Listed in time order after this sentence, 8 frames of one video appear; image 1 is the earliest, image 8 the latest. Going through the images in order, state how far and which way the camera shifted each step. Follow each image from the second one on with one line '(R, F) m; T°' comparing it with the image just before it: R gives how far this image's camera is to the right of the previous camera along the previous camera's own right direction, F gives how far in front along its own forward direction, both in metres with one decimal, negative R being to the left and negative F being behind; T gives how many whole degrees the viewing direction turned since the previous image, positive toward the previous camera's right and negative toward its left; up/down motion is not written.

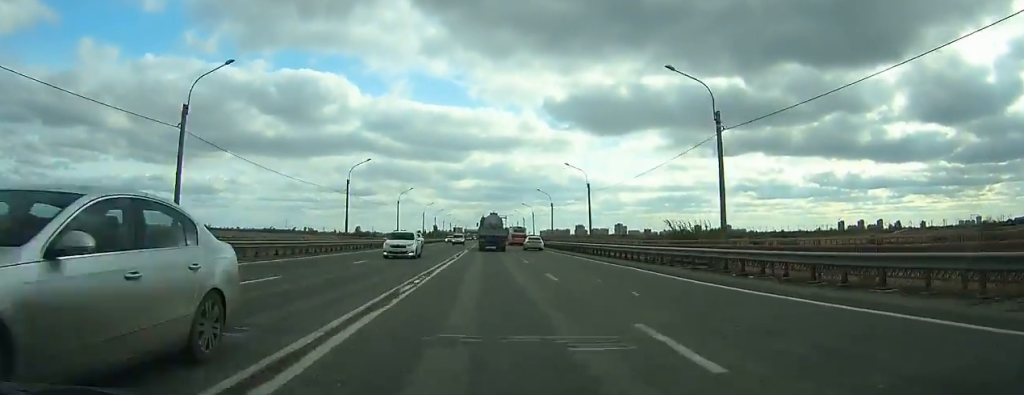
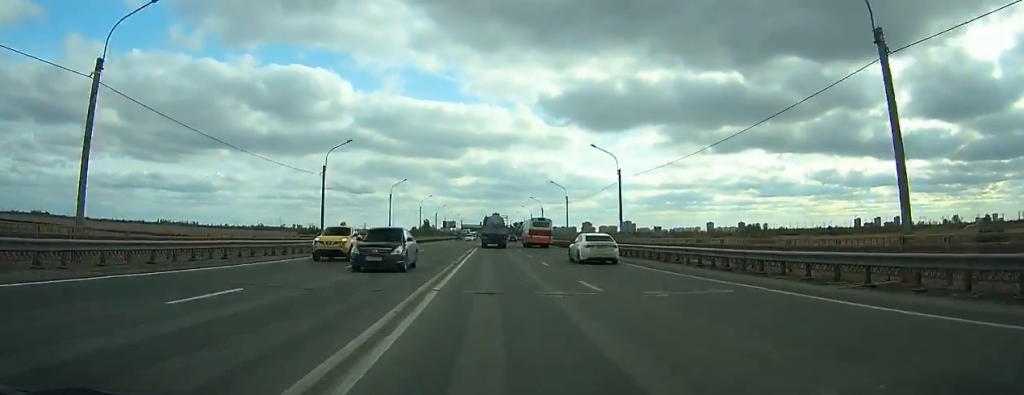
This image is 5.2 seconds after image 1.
(0.0, +111.4) m; 0°
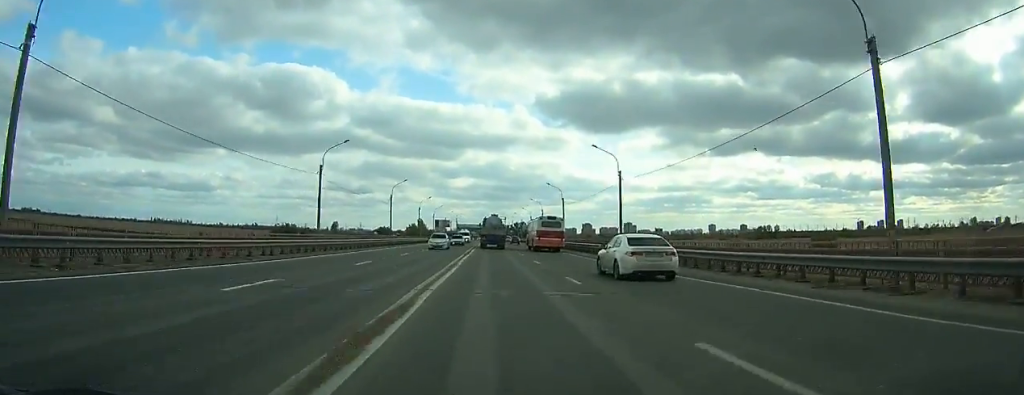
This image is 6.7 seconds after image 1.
(0.0, +32.5) m; 0°
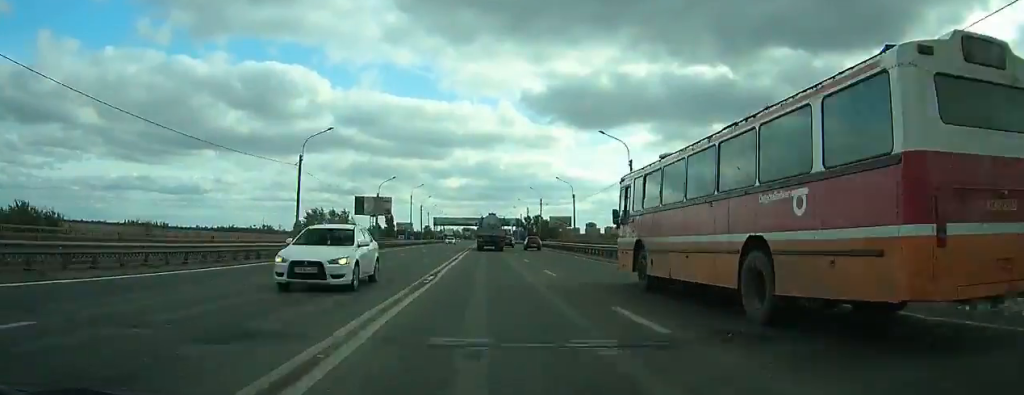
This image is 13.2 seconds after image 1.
(+0.6, +140.4) m; 0°
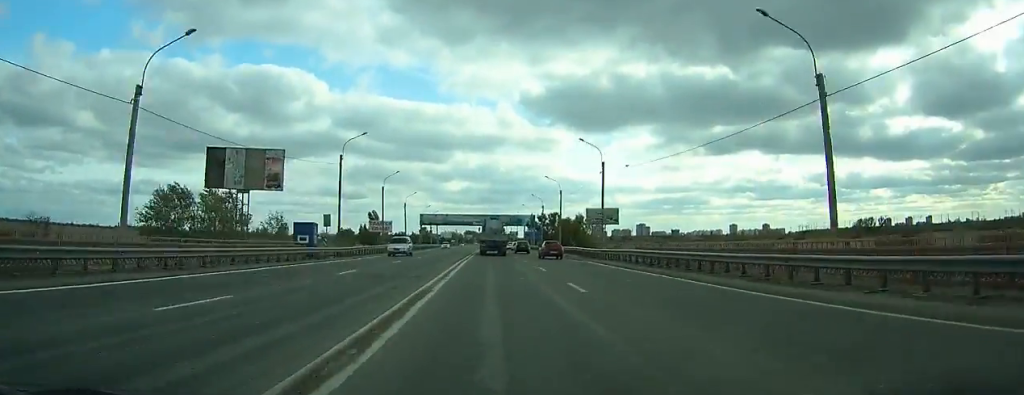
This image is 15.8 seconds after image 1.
(0.0, +55.4) m; 0°
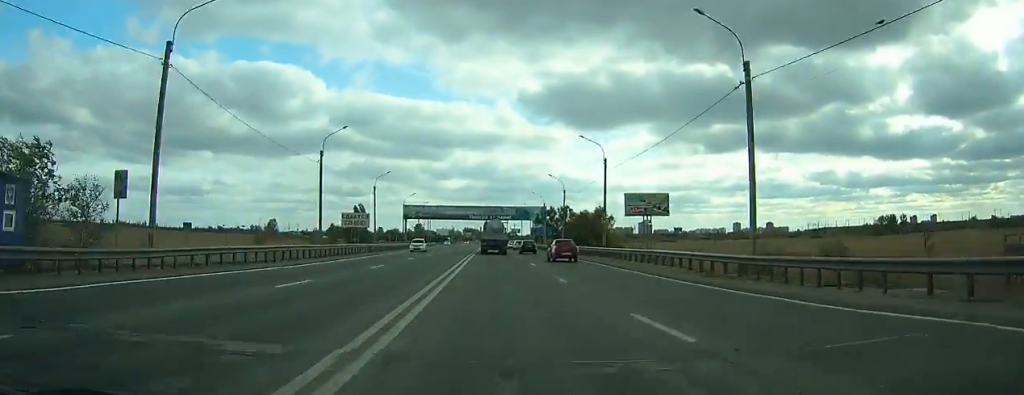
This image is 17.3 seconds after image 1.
(-0.1, +31.7) m; 0°
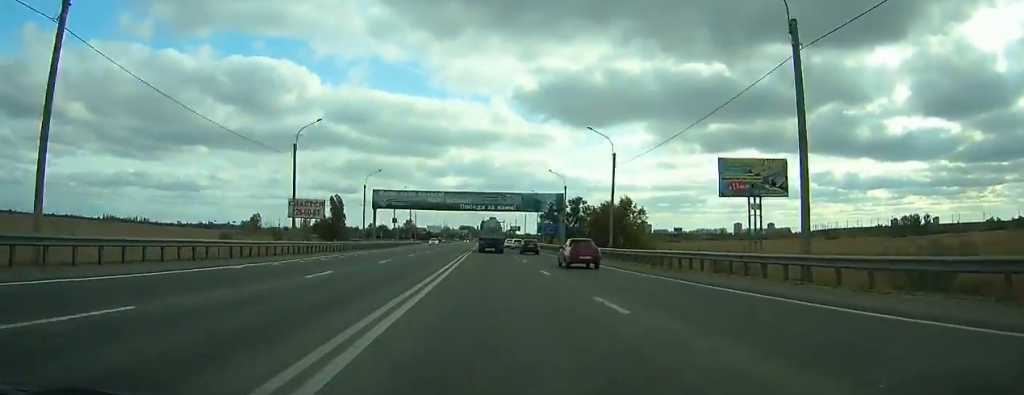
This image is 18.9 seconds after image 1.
(-0.1, +33.8) m; 0°
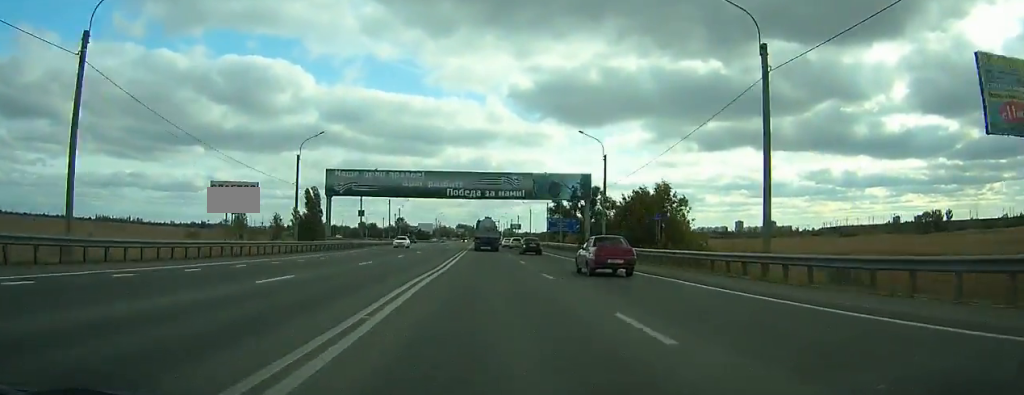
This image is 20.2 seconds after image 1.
(0.0, +27.4) m; 0°
